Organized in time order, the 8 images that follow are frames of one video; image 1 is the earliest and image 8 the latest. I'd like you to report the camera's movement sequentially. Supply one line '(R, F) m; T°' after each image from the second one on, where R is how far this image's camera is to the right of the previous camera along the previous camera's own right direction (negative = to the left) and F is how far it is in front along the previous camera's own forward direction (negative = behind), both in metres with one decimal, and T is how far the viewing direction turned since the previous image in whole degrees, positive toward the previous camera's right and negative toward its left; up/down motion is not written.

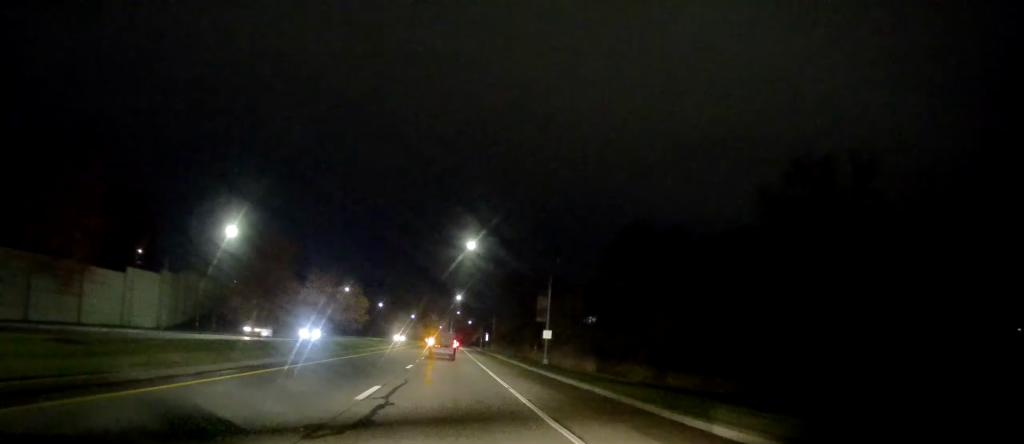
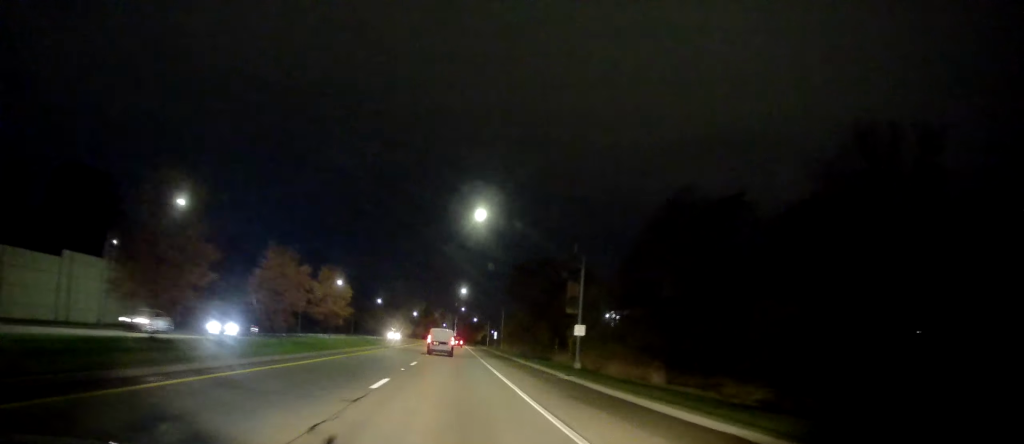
(-0.2, +10.9) m; -1°
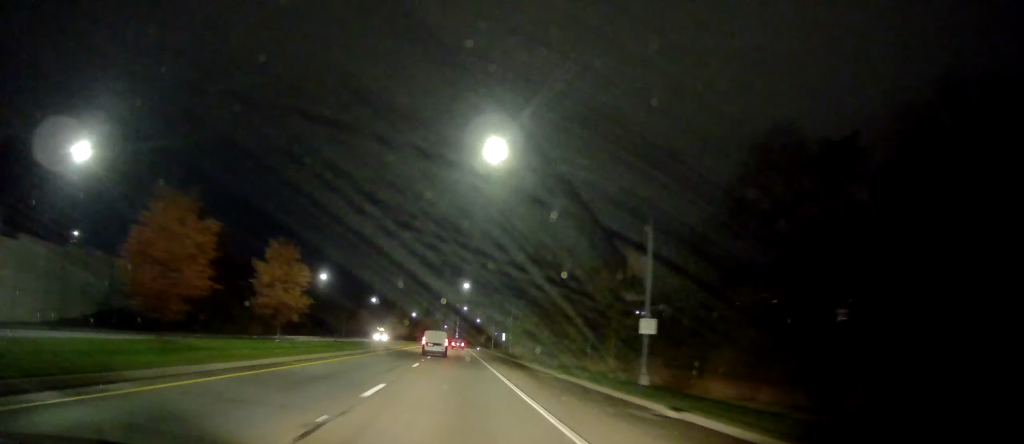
(-0.1, +12.9) m; -1°
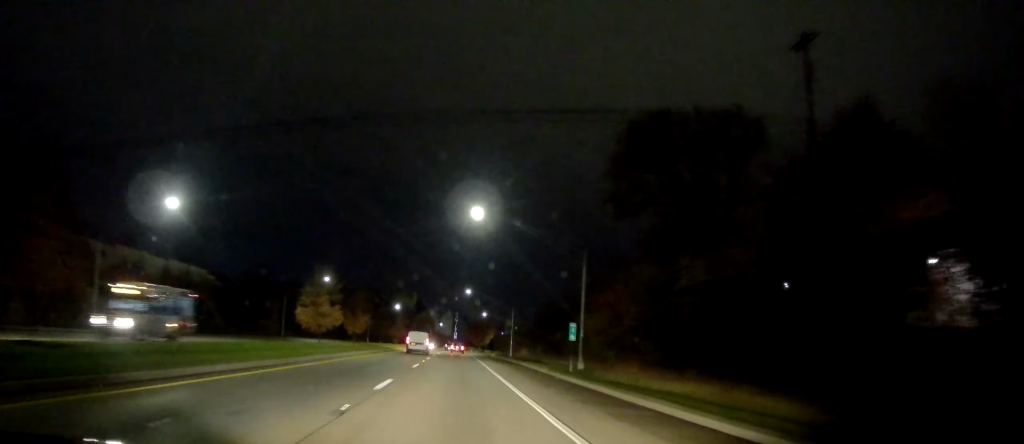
(-1.7, +47.5) m; -3°
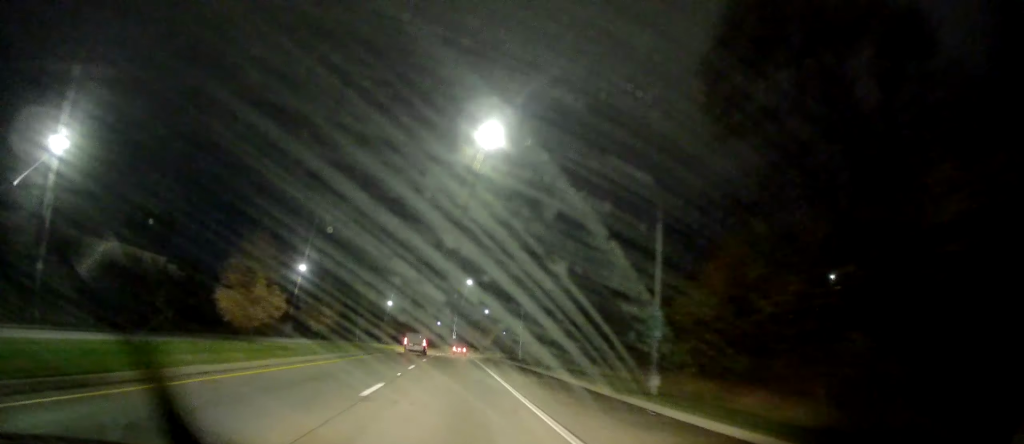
(0.0, +13.7) m; 0°
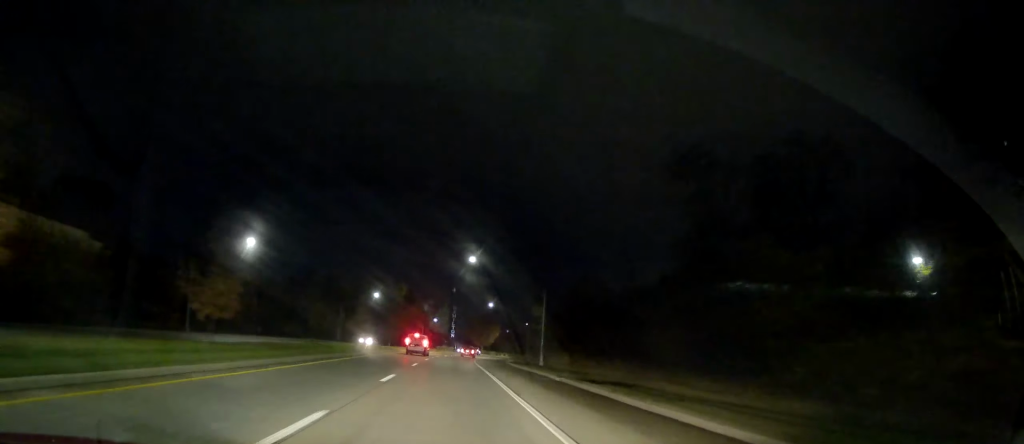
(0.0, +18.9) m; +1°
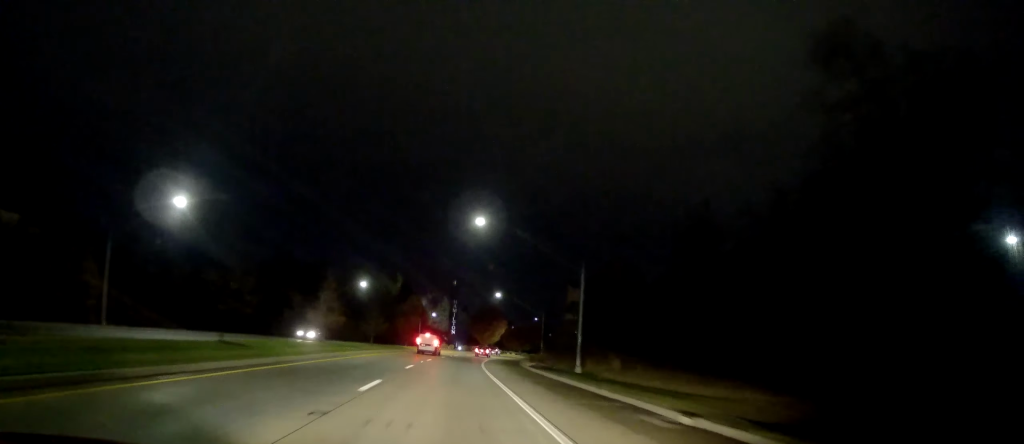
(0.0, +15.7) m; +1°
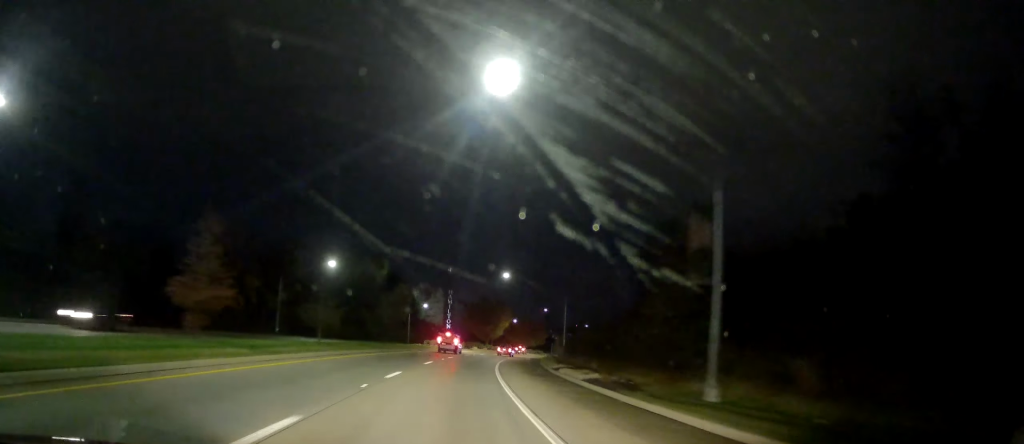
(+0.4, +20.2) m; 0°
